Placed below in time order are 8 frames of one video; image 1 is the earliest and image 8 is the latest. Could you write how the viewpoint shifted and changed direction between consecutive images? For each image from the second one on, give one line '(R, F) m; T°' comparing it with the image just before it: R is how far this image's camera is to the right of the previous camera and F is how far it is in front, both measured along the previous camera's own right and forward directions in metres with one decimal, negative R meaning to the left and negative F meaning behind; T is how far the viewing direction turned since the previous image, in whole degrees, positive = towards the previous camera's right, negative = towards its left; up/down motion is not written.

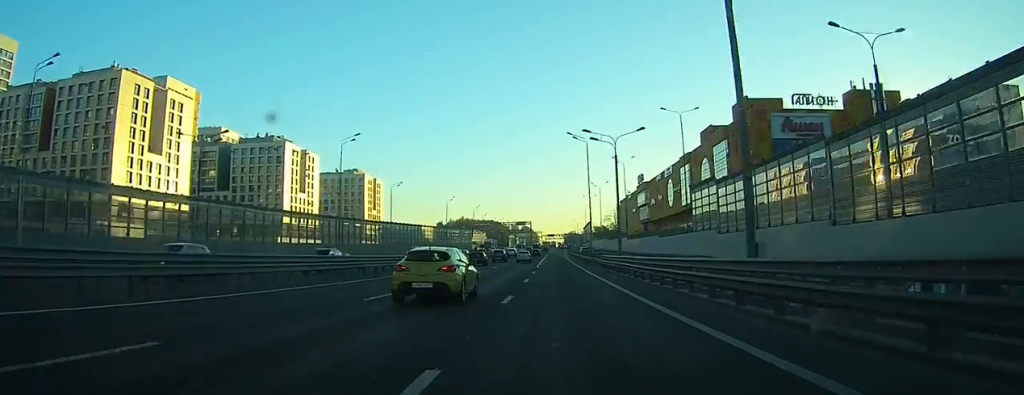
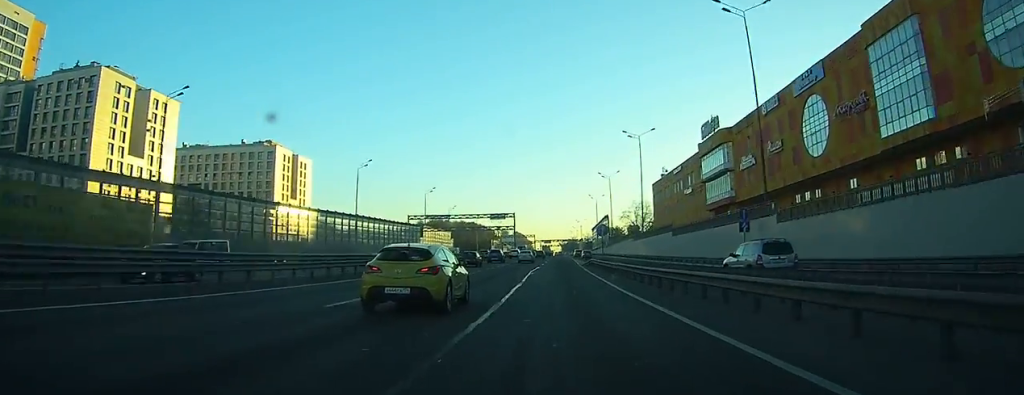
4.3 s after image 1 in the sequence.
(+0.1, +82.1) m; 0°
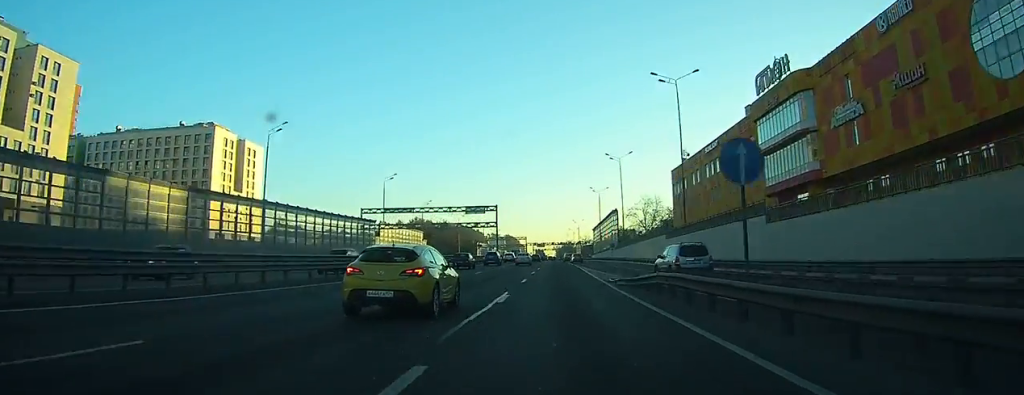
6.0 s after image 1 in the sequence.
(0.0, +32.4) m; 0°
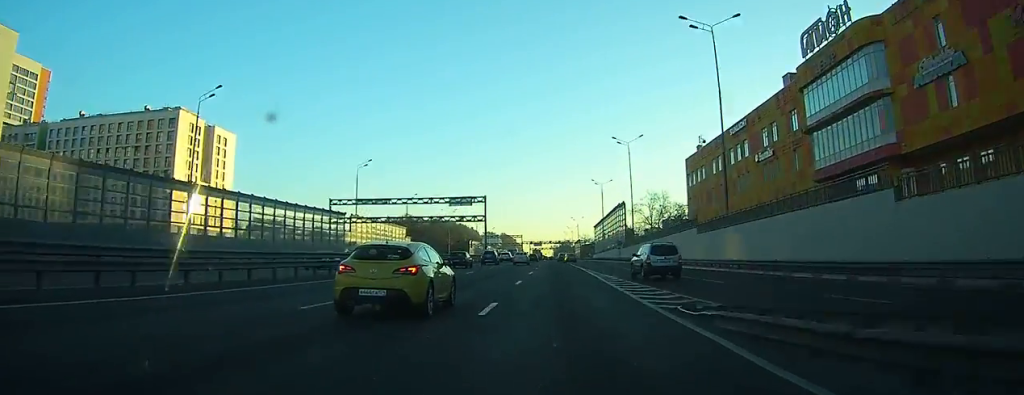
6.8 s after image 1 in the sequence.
(0.0, +15.7) m; 0°
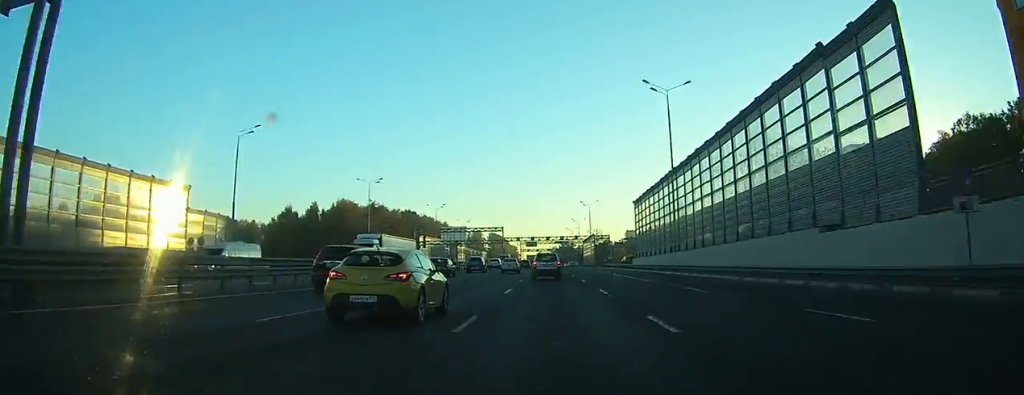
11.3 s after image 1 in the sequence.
(+0.6, +88.6) m; 0°
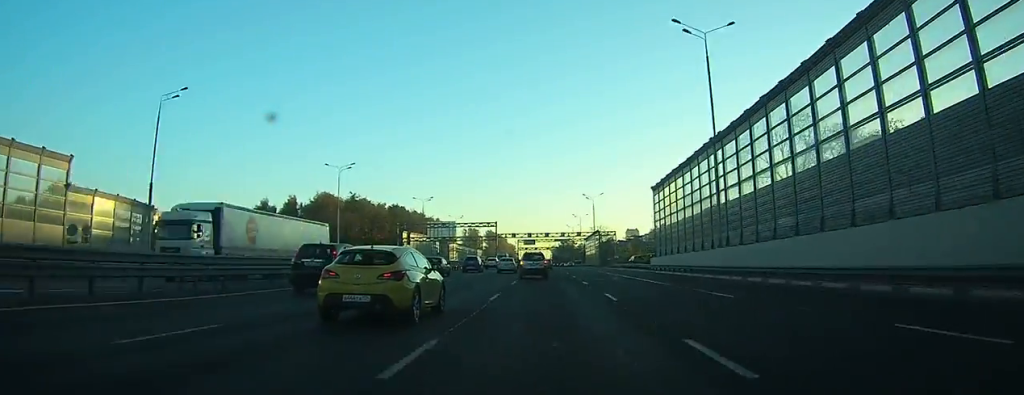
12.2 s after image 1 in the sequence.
(0.0, +16.1) m; 0°
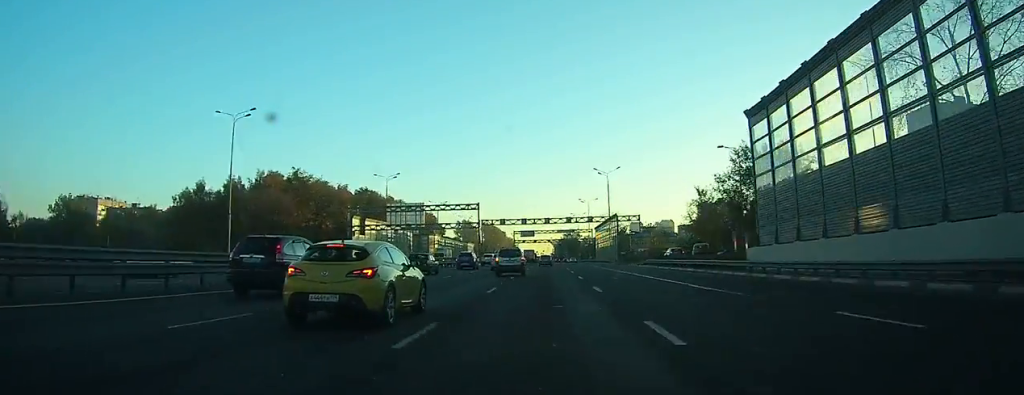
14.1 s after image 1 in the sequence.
(0.0, +35.6) m; 0°
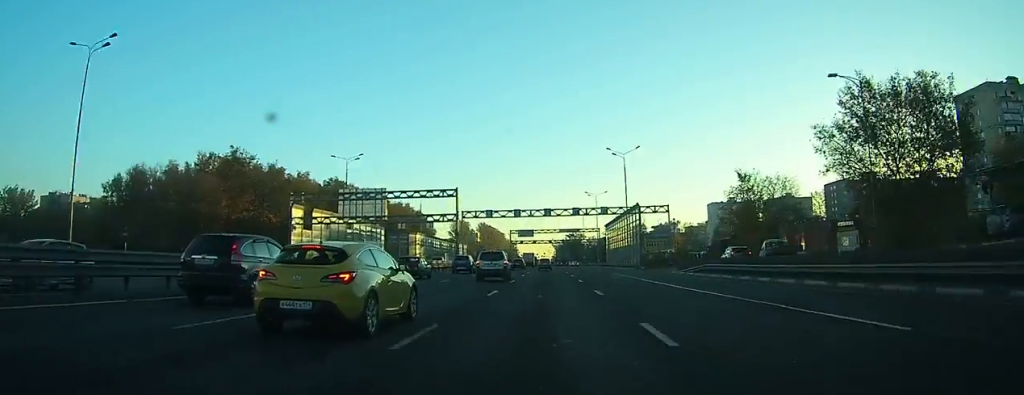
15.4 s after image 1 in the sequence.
(-0.1, +24.9) m; 0°
